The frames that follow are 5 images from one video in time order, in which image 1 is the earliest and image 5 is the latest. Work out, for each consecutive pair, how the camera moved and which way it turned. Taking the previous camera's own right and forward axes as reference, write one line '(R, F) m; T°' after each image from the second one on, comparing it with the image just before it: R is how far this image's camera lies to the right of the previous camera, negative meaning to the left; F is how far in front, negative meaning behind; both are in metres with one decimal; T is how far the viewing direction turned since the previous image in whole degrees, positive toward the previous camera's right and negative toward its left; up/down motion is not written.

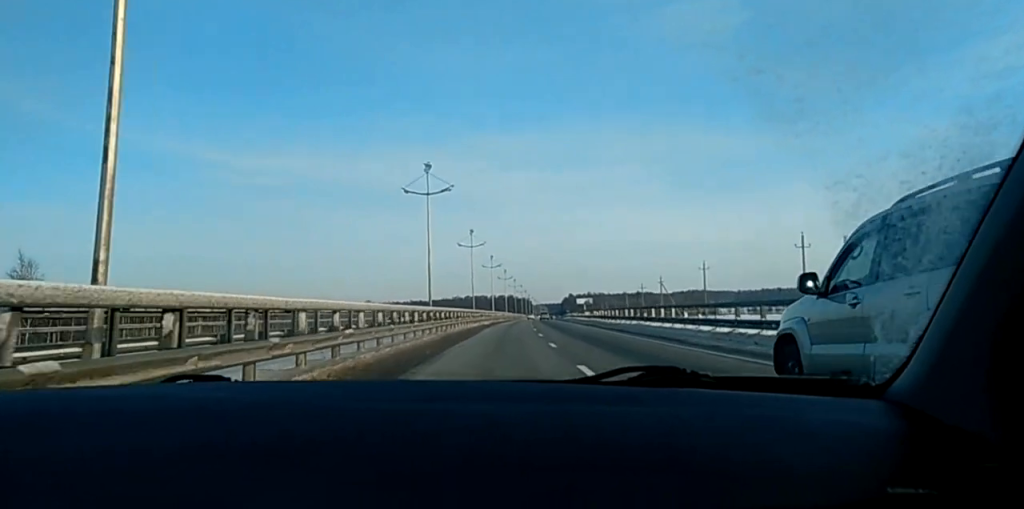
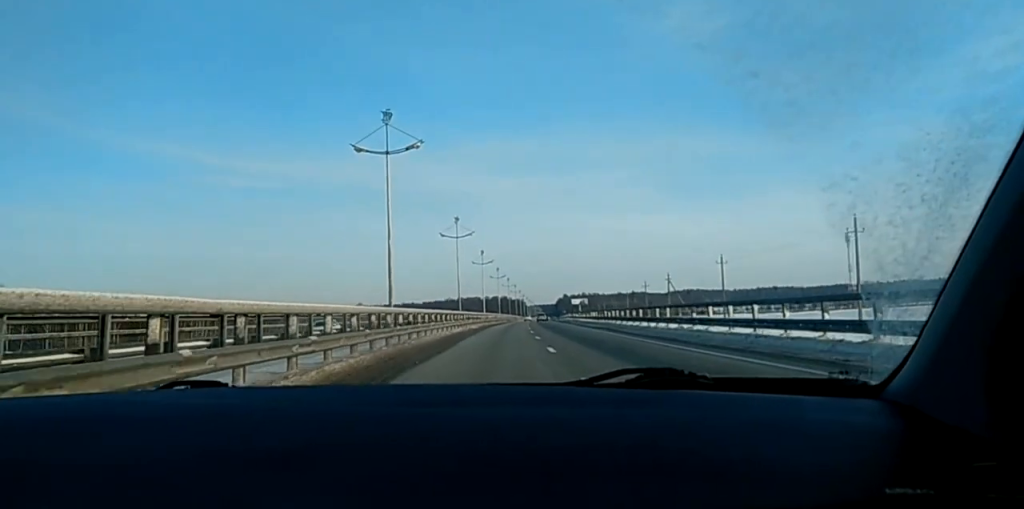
(+0.1, +15.1) m; +1°
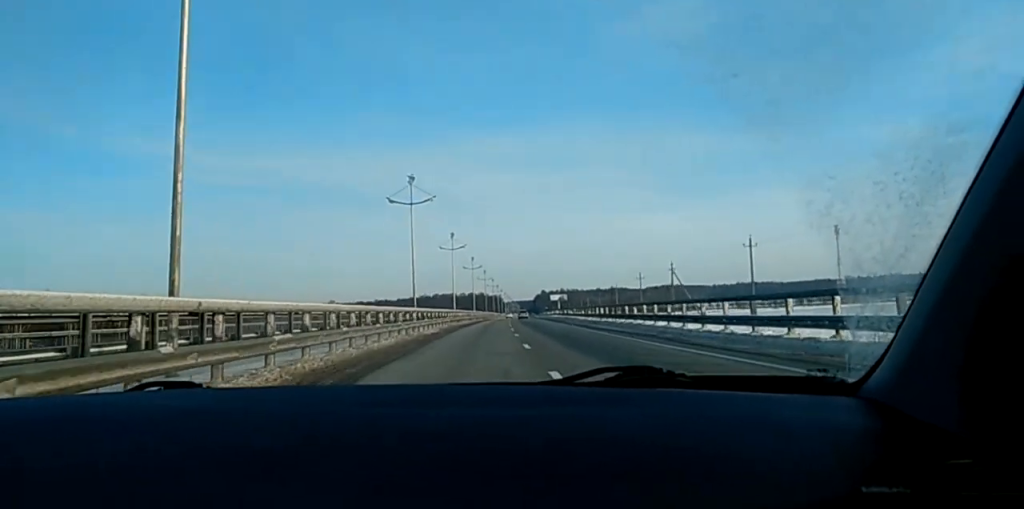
(+0.1, +23.9) m; +1°
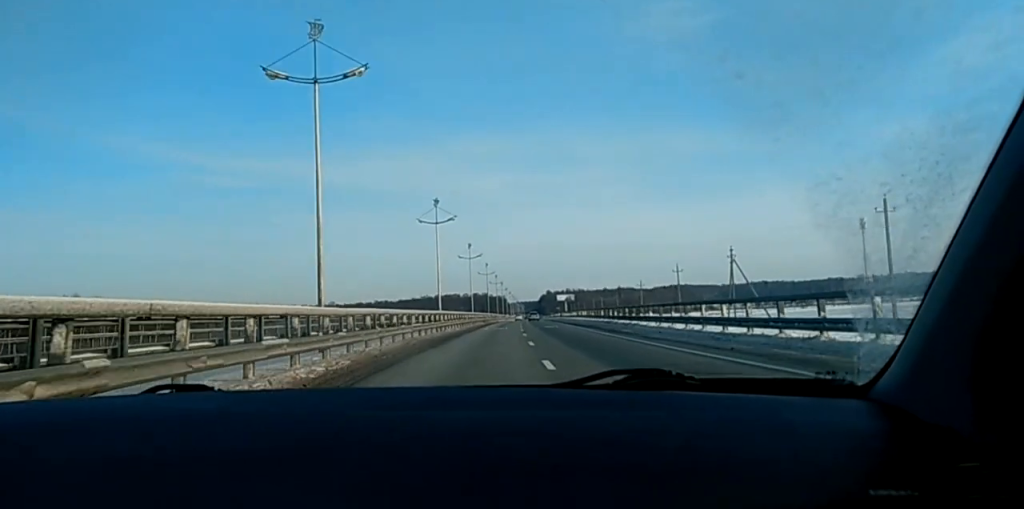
(+0.6, +31.5) m; -1°
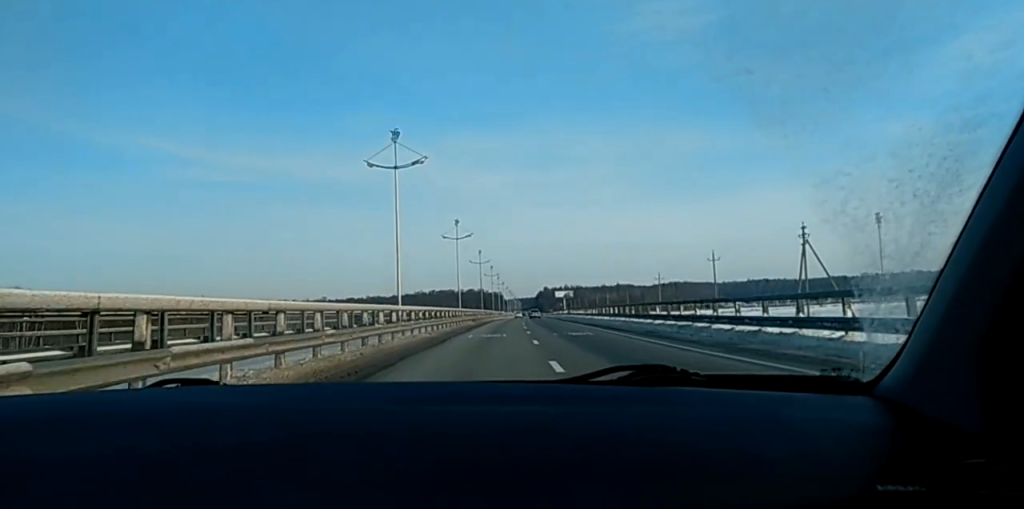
(-0.9, +26.4) m; -1°
